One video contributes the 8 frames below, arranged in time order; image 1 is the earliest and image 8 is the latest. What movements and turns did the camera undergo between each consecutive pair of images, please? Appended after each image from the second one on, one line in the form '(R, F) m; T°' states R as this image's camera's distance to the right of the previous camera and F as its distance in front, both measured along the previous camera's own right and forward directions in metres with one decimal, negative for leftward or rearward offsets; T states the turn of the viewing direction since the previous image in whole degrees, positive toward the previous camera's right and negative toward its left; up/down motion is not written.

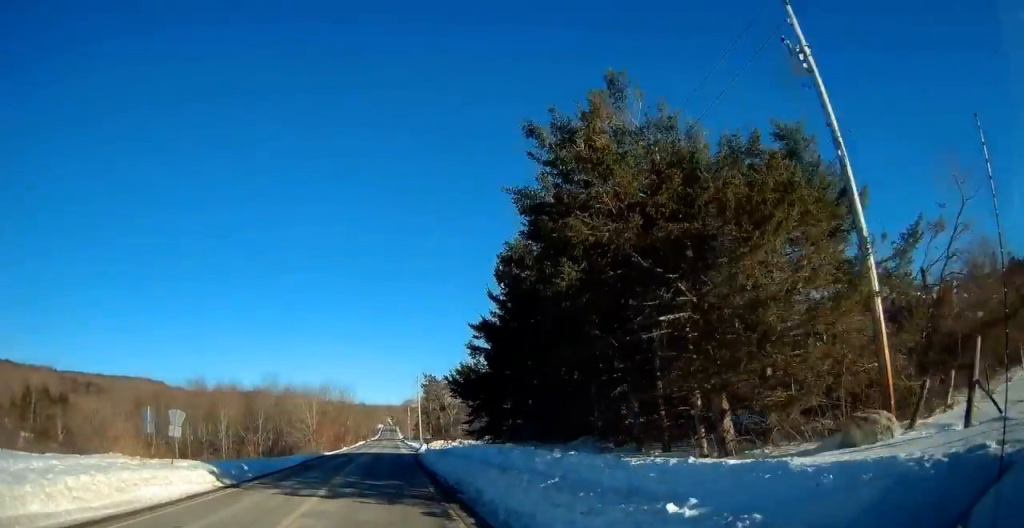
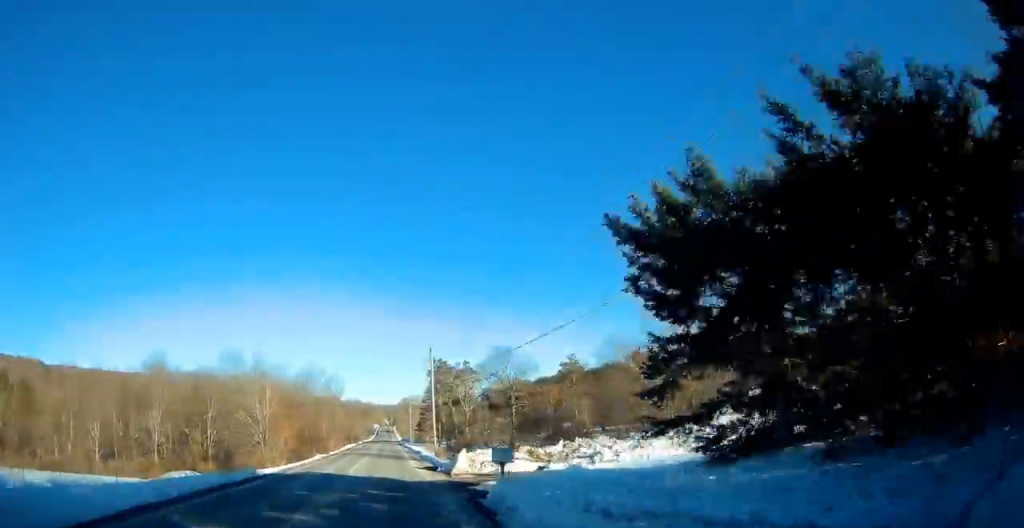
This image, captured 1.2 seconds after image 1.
(-0.7, +30.9) m; +1°
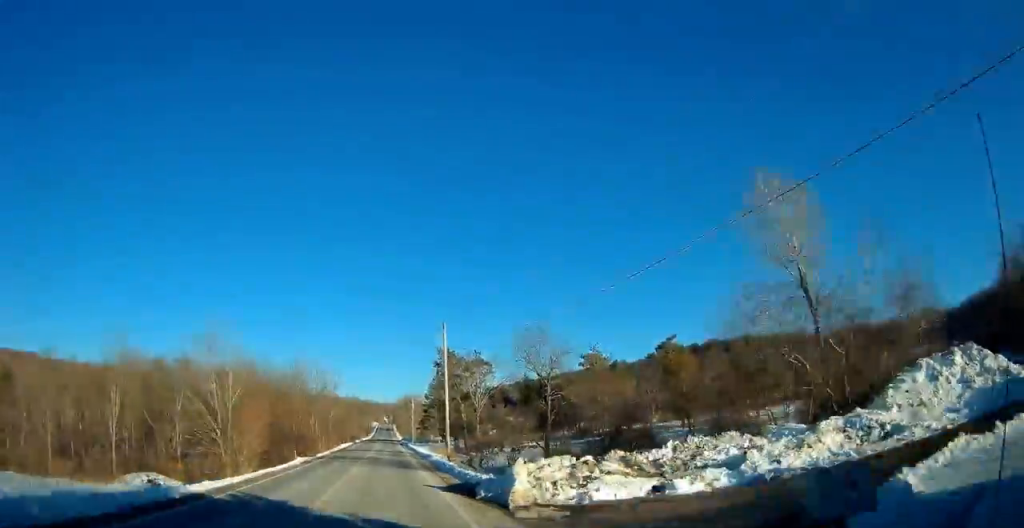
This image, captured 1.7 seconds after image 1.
(+0.4, +12.7) m; +1°
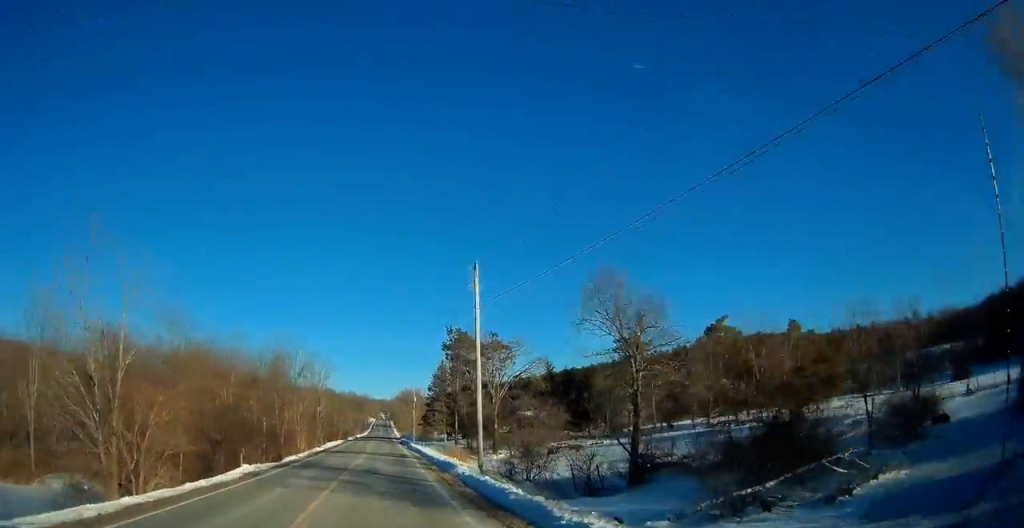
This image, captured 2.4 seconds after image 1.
(+0.6, +16.9) m; +2°
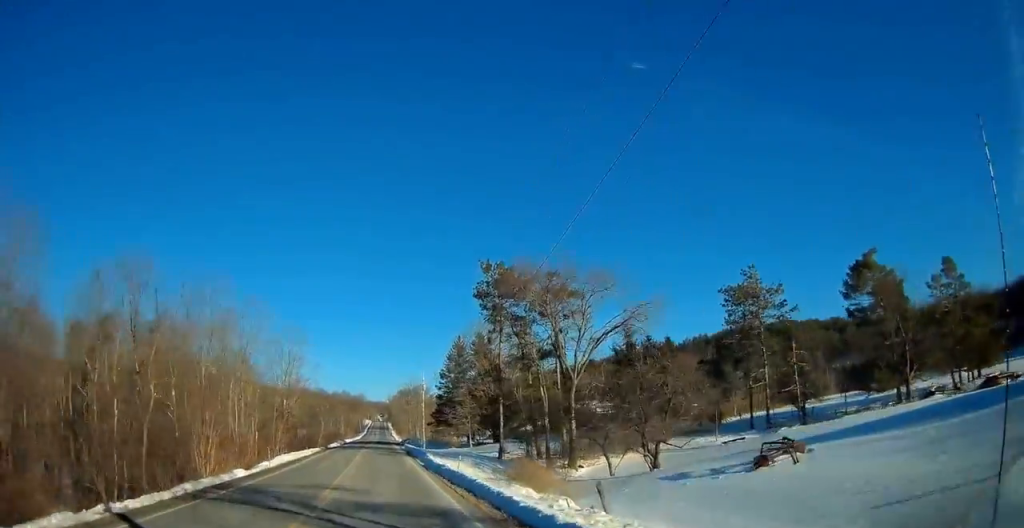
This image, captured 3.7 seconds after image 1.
(-0.2, +32.2) m; -2°
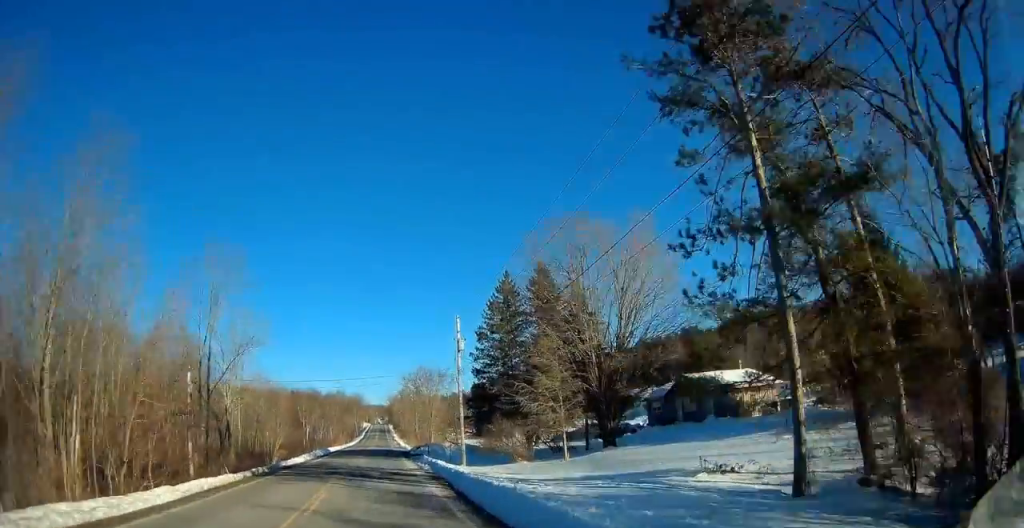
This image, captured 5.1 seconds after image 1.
(-1.1, +35.4) m; -3°
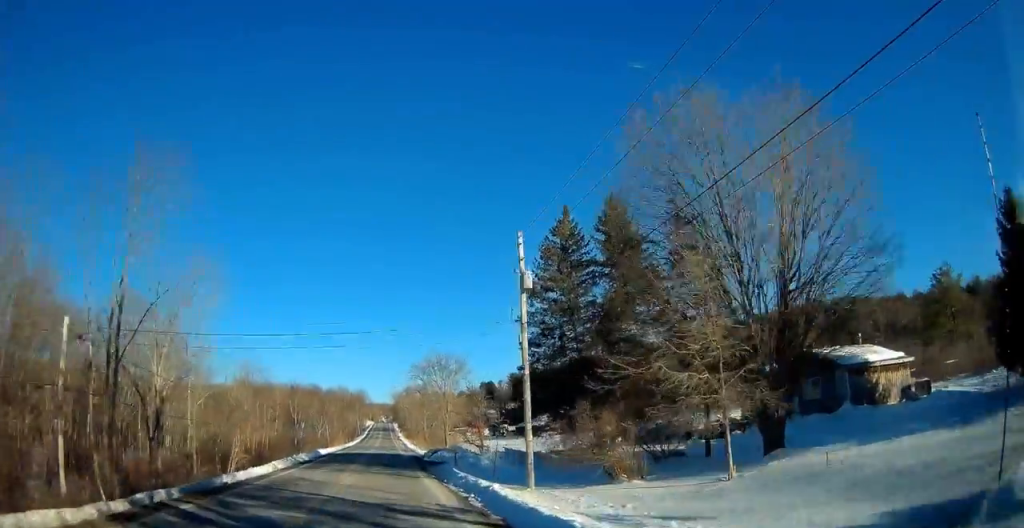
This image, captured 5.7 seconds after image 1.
(-0.1, +16.0) m; 0°
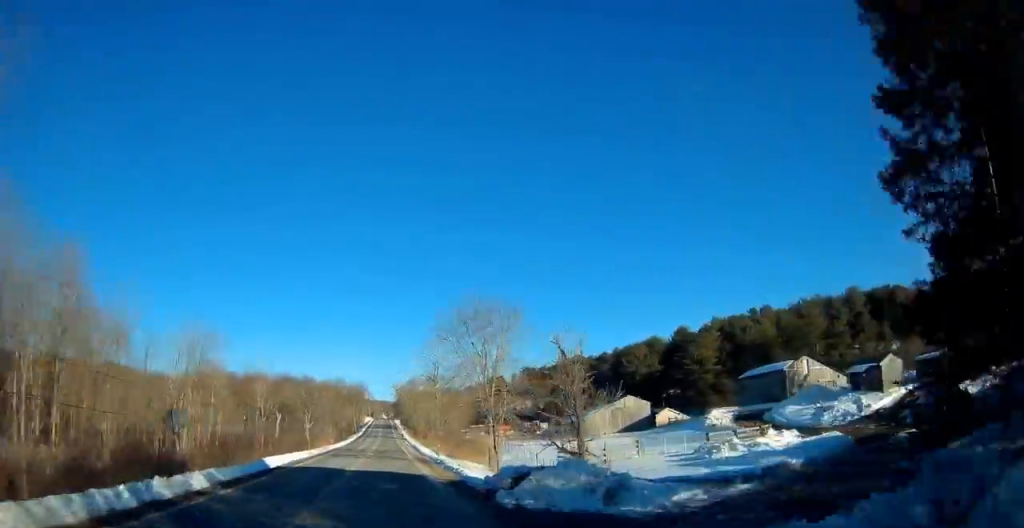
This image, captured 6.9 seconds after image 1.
(0.0, +29.5) m; 0°
